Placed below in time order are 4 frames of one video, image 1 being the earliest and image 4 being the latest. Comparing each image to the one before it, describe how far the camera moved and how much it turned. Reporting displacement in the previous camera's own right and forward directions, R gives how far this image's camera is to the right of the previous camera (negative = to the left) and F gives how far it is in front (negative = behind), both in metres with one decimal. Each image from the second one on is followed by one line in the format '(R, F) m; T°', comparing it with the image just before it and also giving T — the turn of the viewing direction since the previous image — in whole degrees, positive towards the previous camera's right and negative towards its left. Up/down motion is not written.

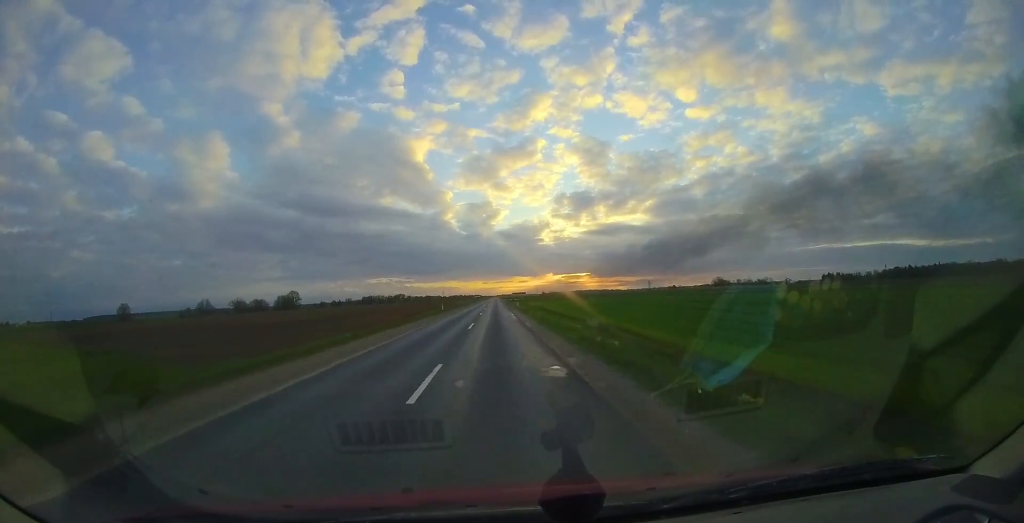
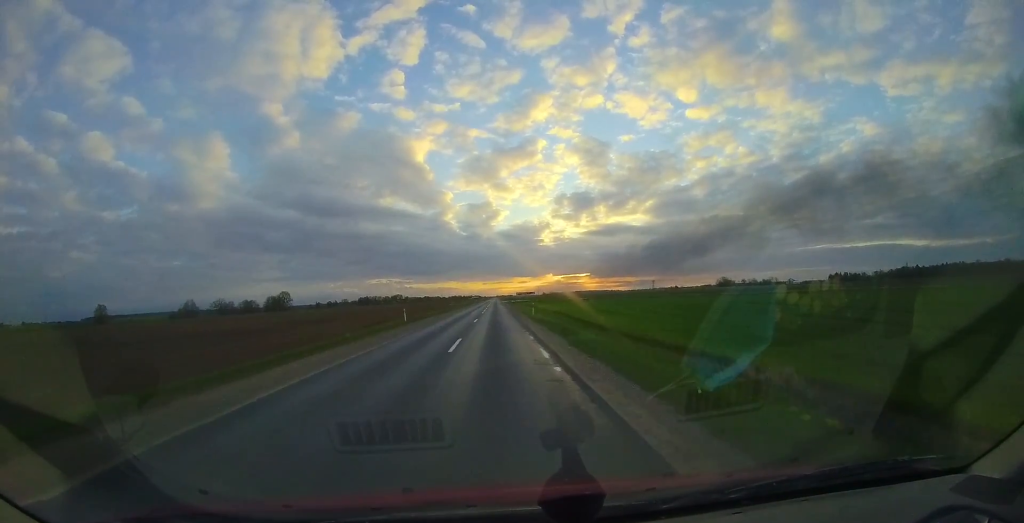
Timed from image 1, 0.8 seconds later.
(-0.1, +19.0) m; -1°
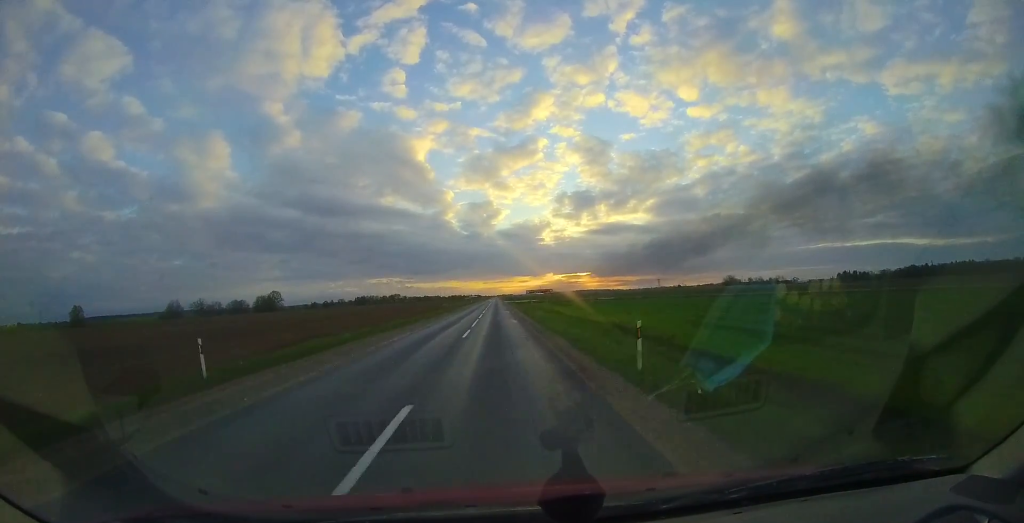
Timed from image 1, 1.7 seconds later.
(-0.2, +20.3) m; 0°
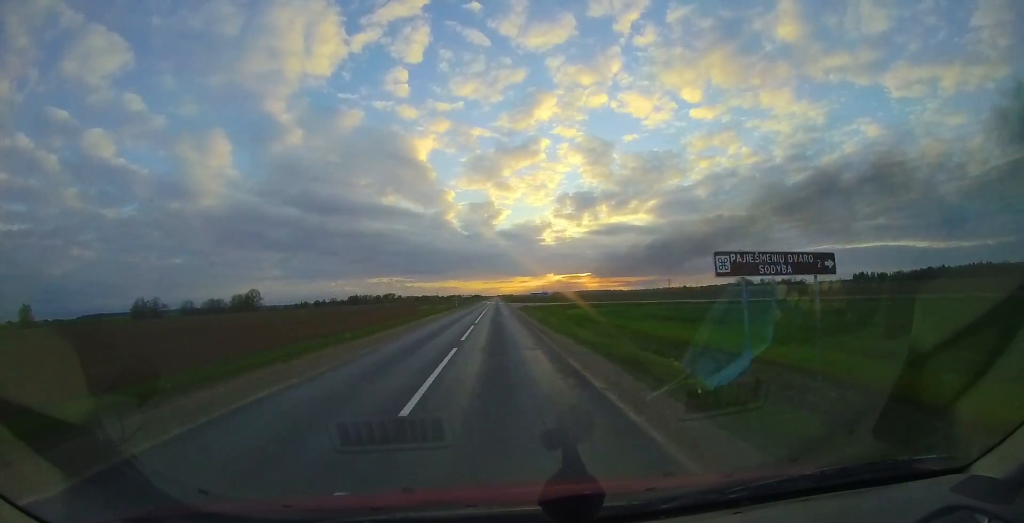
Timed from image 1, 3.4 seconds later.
(-0.1, +38.0) m; +1°
